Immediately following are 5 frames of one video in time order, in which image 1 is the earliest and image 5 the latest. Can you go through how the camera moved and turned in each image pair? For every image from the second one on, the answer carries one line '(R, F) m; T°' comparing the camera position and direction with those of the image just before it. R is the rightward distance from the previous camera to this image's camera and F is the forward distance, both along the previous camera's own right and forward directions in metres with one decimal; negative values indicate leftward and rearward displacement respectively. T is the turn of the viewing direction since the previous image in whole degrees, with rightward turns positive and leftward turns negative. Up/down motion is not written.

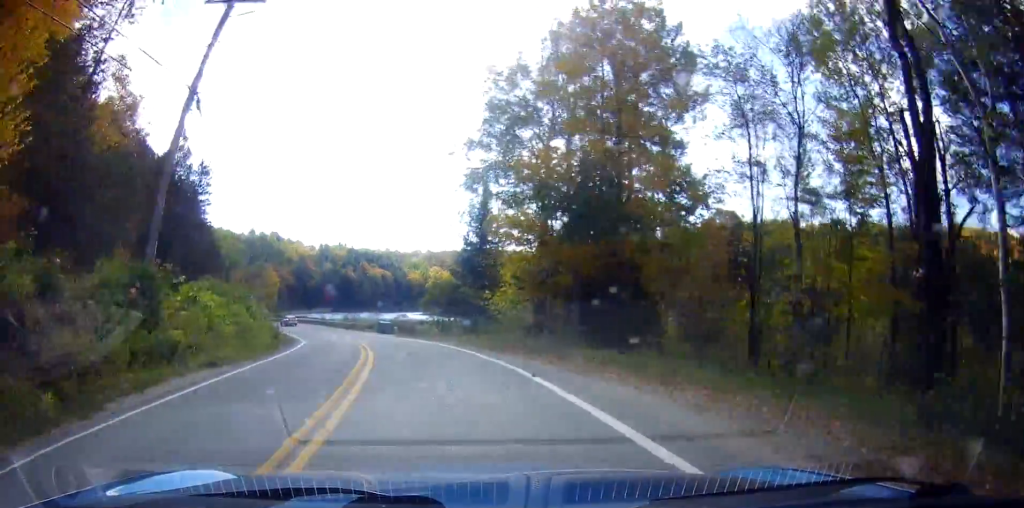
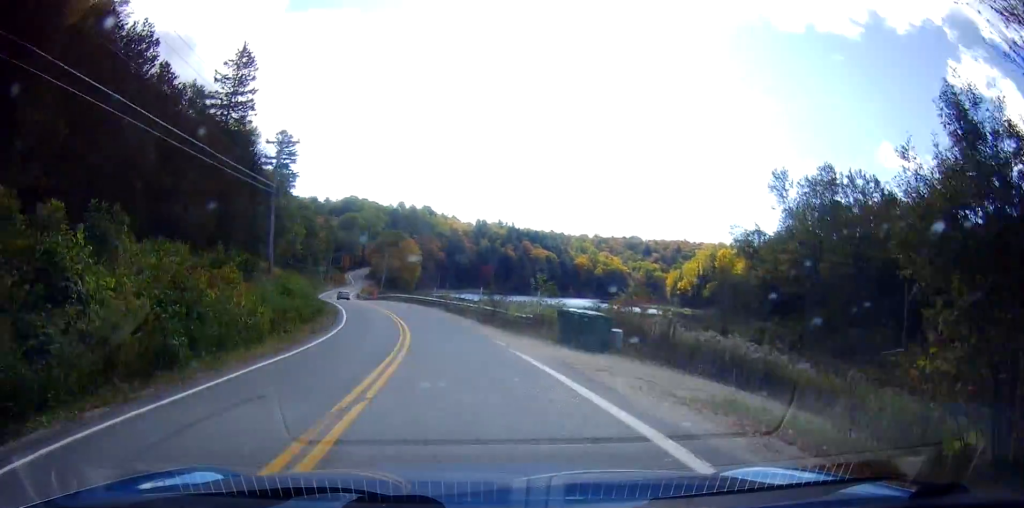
(-5.4, +38.4) m; -16°
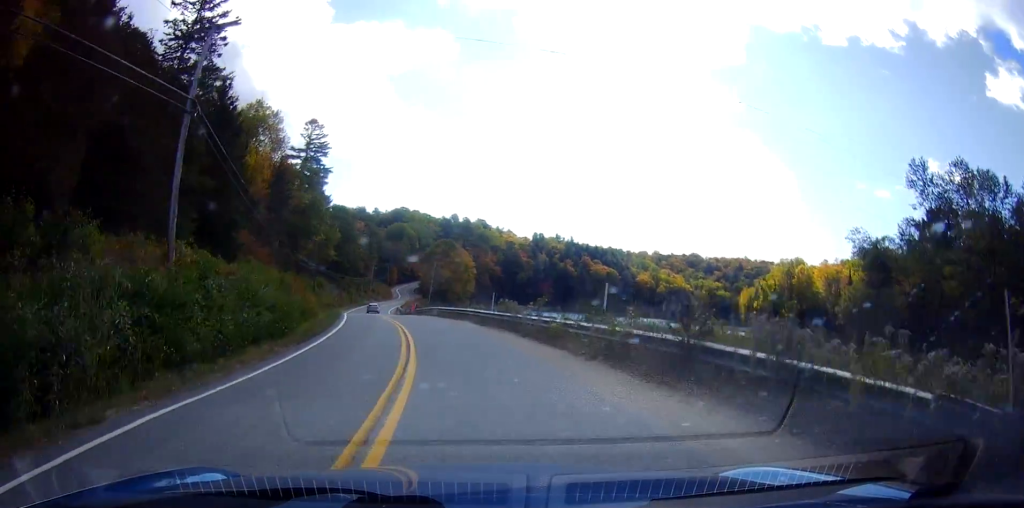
(-1.0, +18.9) m; -5°
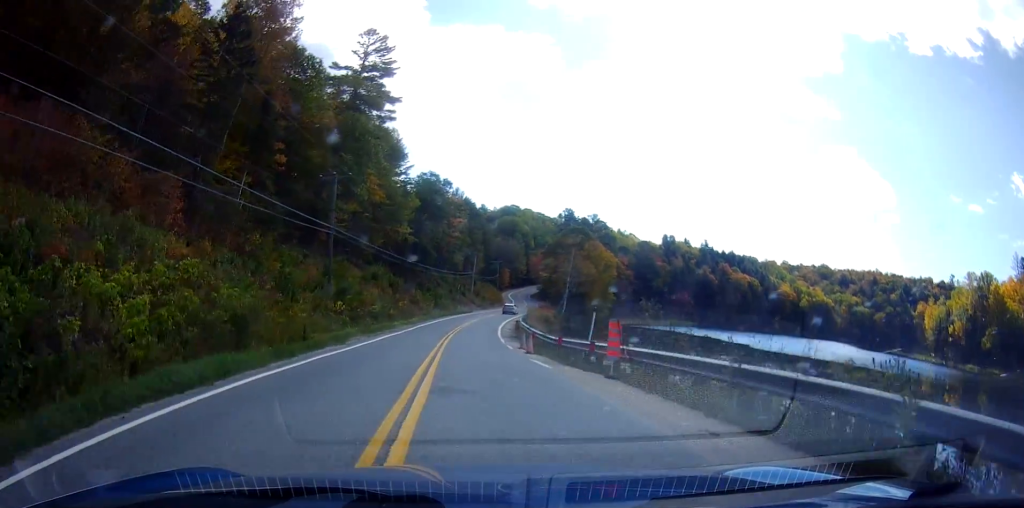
(-4.0, +49.6) m; -6°
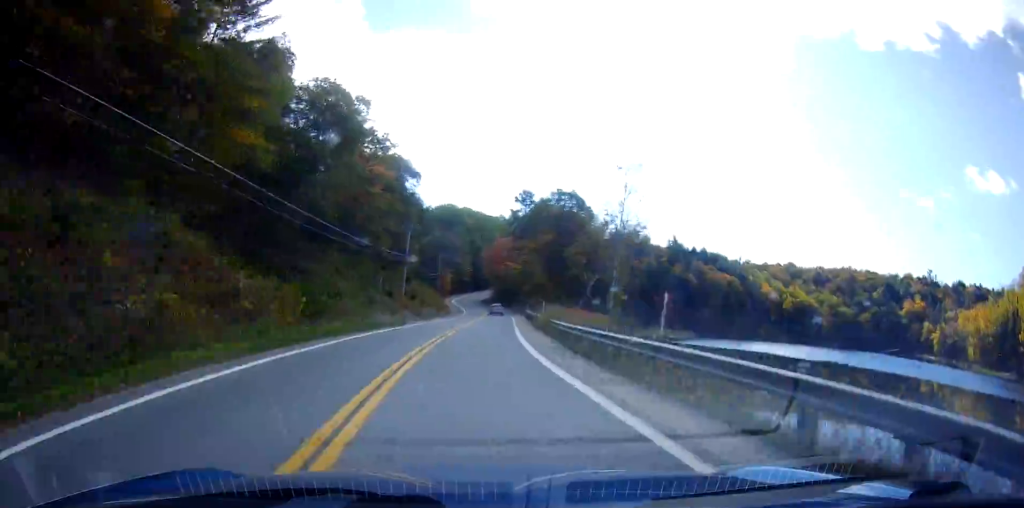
(+2.3, +47.1) m; +6°
